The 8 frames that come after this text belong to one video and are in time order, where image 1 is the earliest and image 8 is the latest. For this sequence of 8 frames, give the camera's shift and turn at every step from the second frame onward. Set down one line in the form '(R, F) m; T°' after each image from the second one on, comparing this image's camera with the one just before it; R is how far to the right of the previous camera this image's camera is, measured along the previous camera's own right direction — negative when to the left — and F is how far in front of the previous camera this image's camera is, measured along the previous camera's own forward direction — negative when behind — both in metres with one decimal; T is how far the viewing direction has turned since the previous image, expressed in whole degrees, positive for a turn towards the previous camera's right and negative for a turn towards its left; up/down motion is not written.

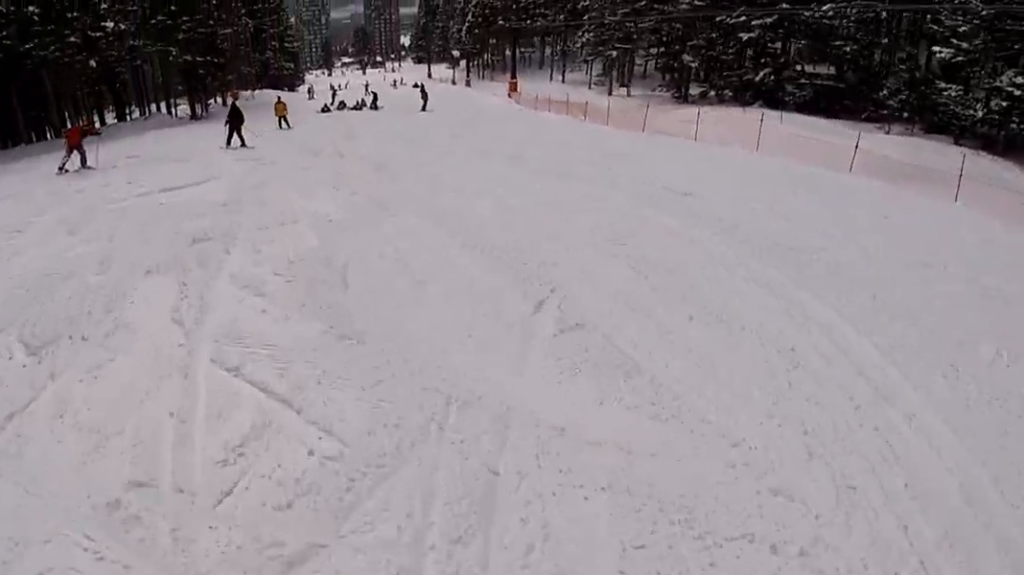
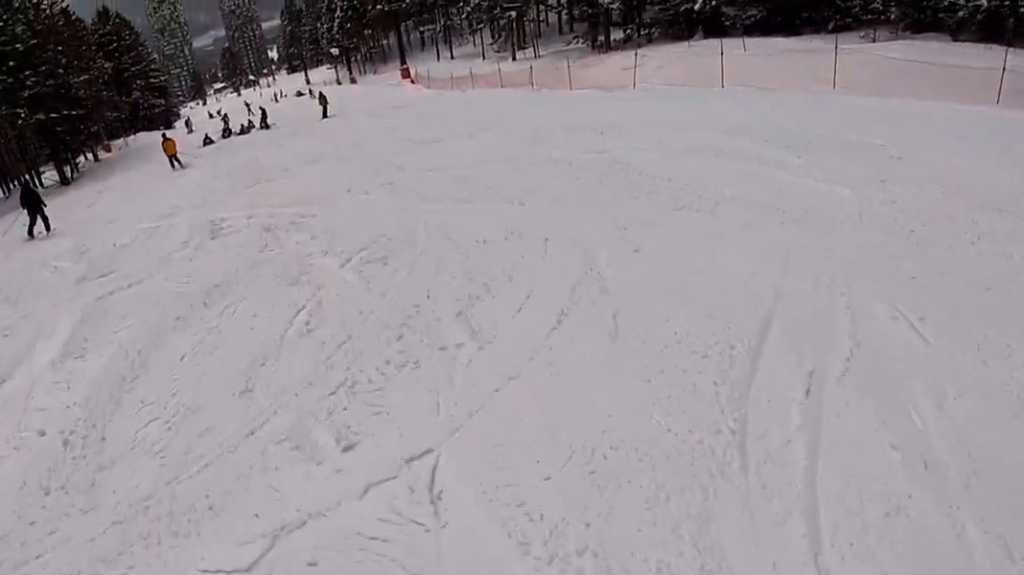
(-0.3, +8.0) m; +9°
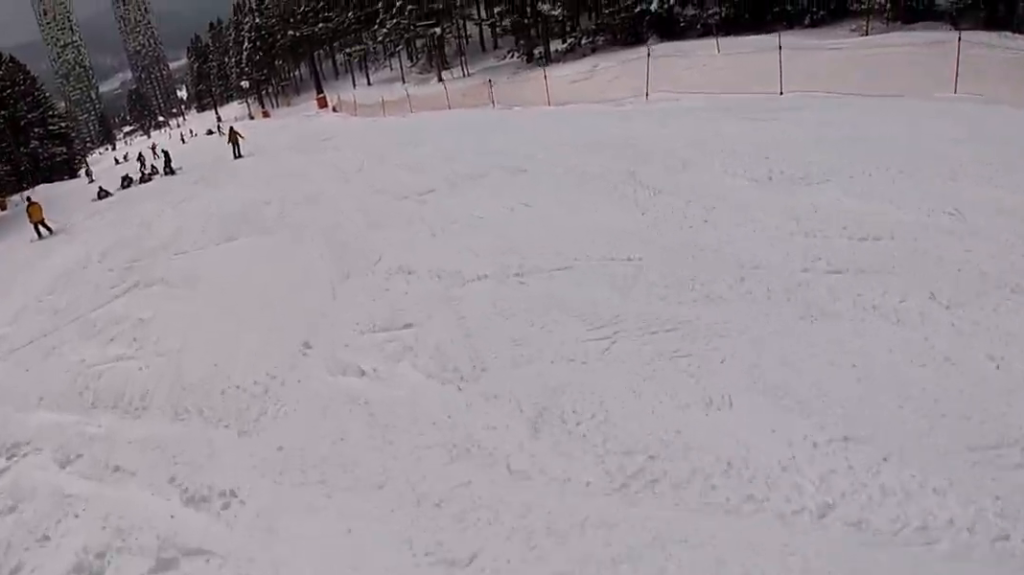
(+1.1, +6.0) m; +5°
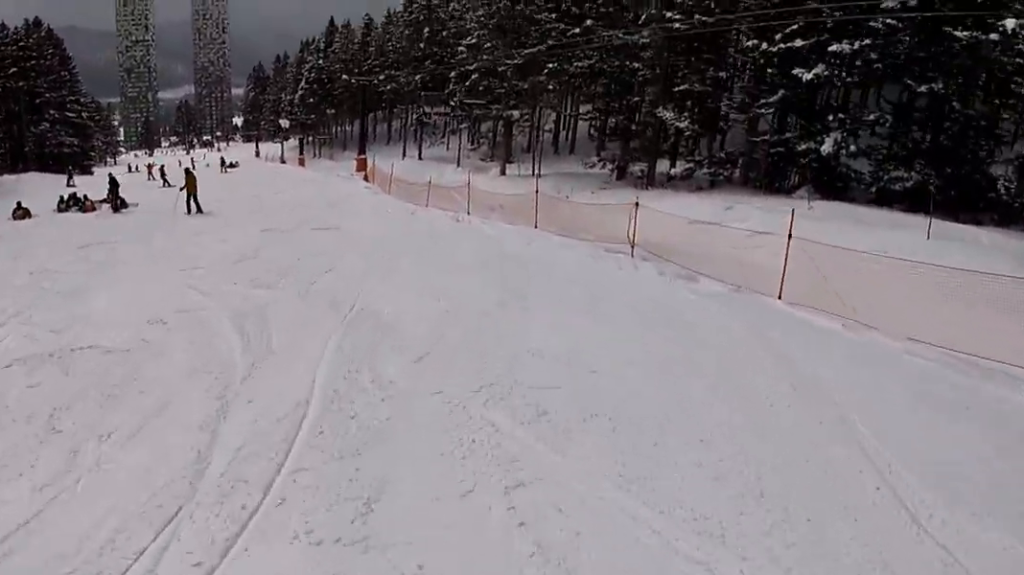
(+0.6, +11.9) m; 0°
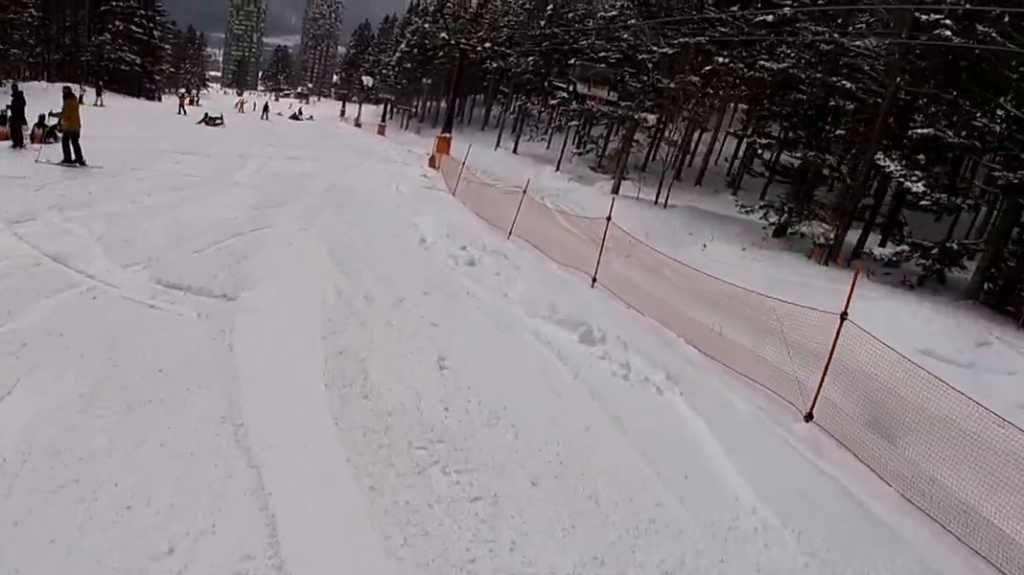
(-0.5, +10.9) m; -7°
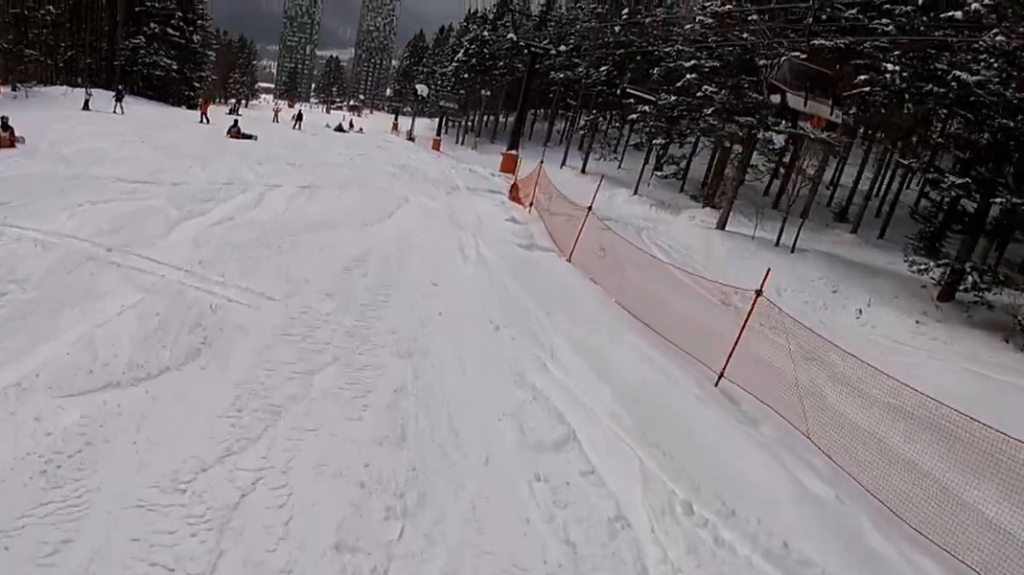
(-0.4, +7.3) m; -5°
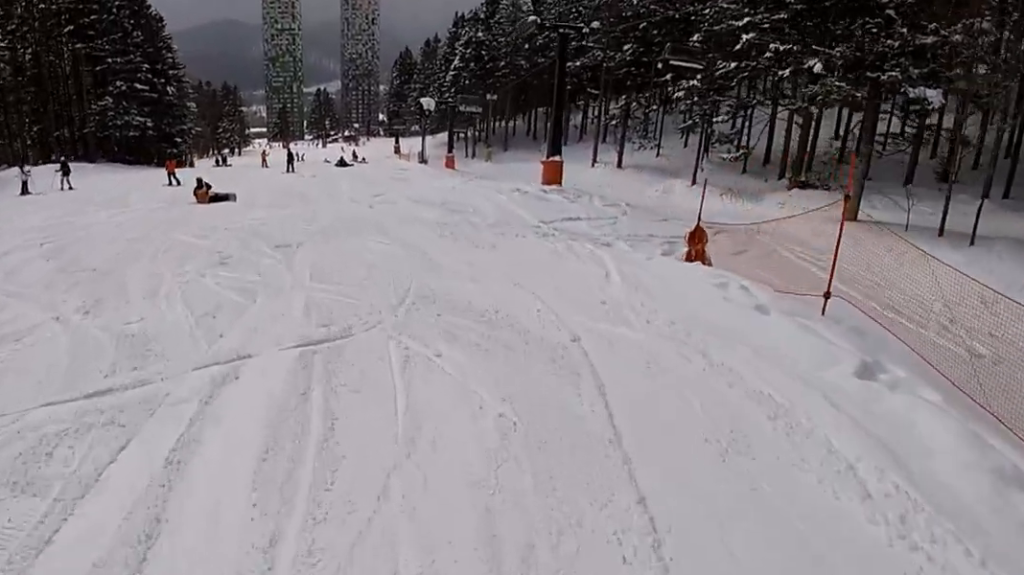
(-0.5, +8.6) m; -3°
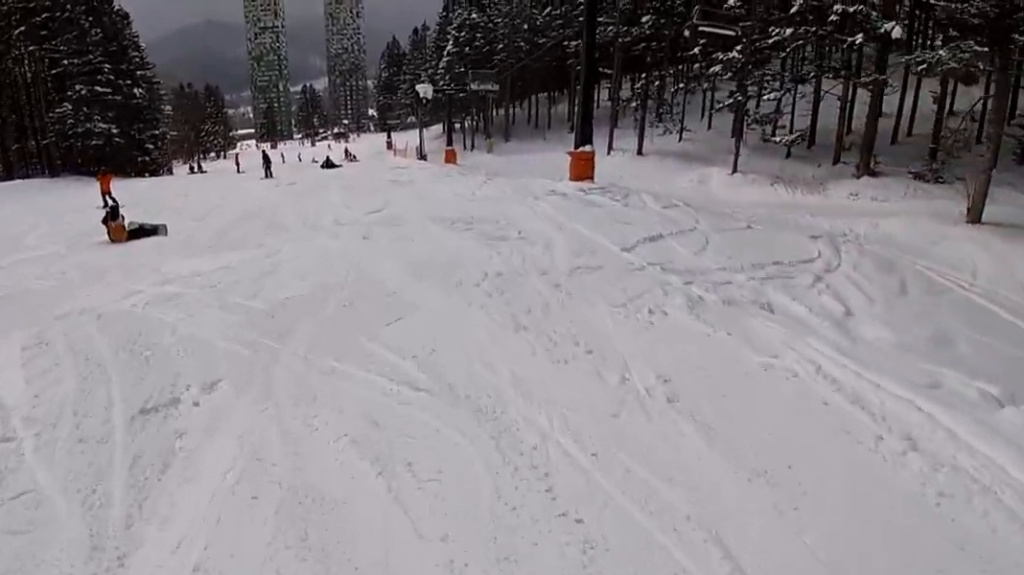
(0.0, +6.7) m; 0°
